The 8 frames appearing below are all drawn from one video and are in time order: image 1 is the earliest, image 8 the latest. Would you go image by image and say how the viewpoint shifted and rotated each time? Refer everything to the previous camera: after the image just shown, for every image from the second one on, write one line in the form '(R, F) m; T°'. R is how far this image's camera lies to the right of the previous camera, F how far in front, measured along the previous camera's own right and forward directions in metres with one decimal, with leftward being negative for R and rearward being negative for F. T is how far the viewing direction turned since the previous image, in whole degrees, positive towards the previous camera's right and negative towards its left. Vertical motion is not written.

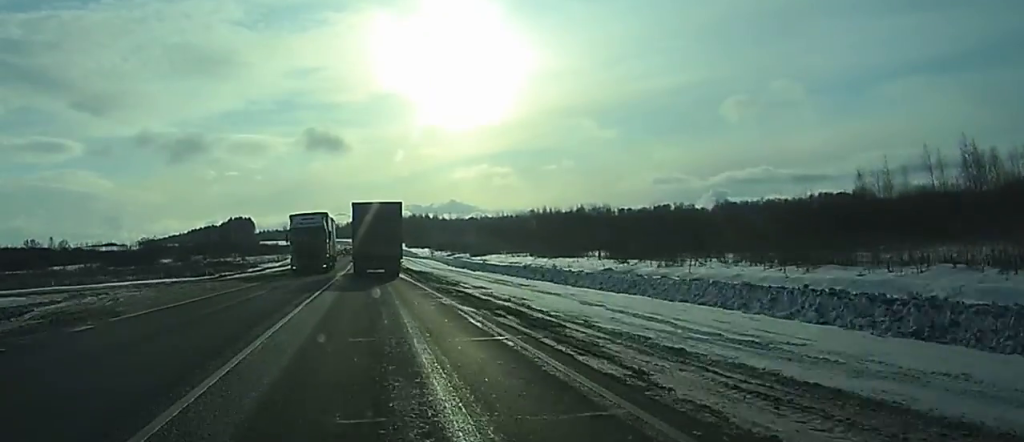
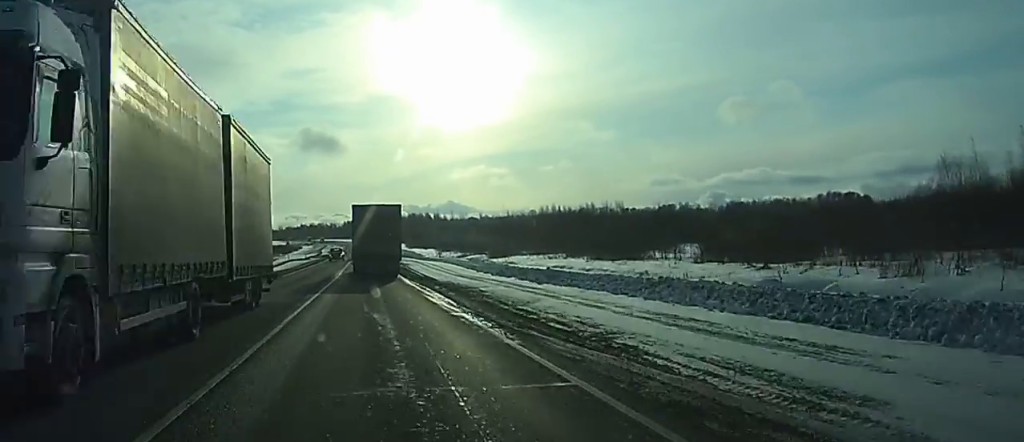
(+0.2, +22.7) m; 0°
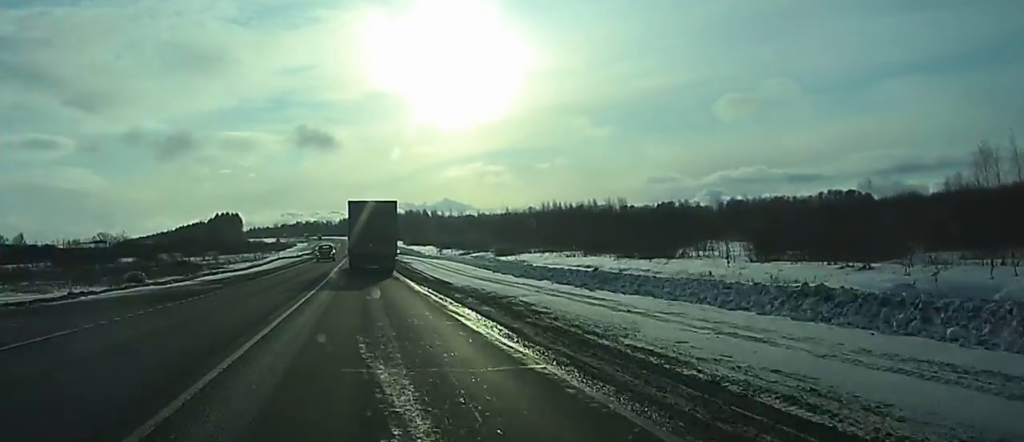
(-0.1, +9.0) m; -1°
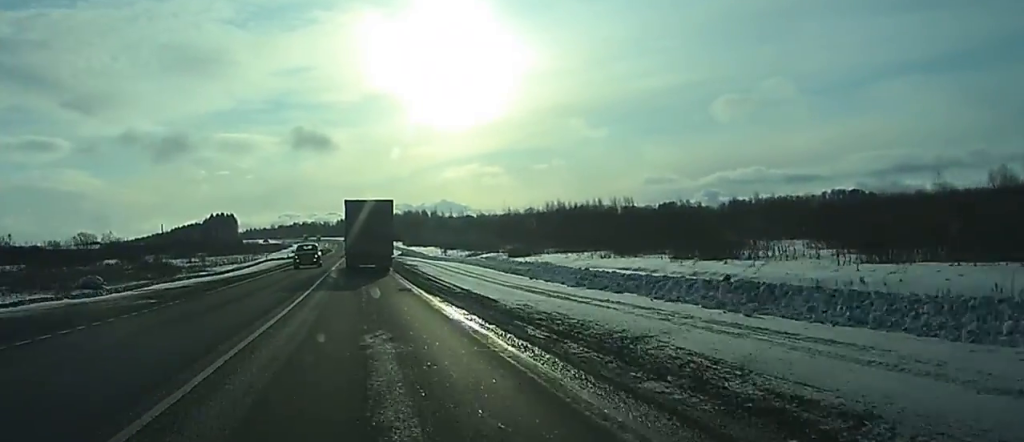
(0.0, +11.9) m; 0°
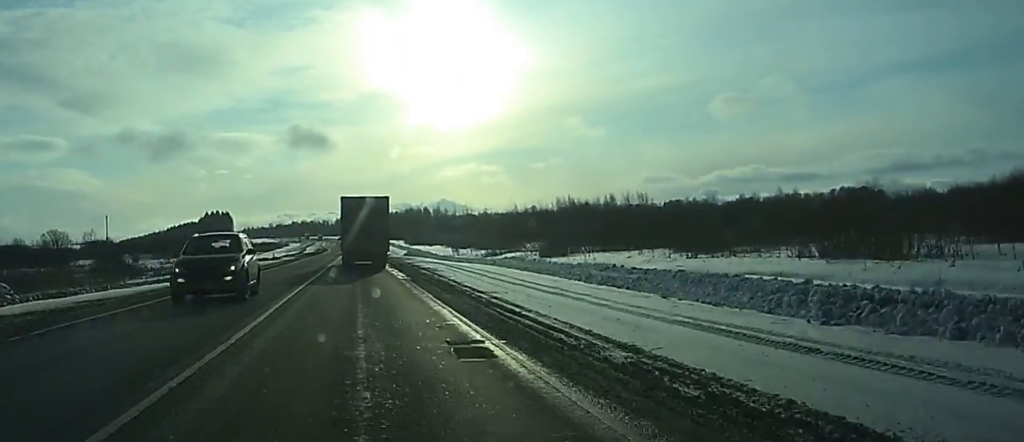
(0.0, +17.6) m; 0°
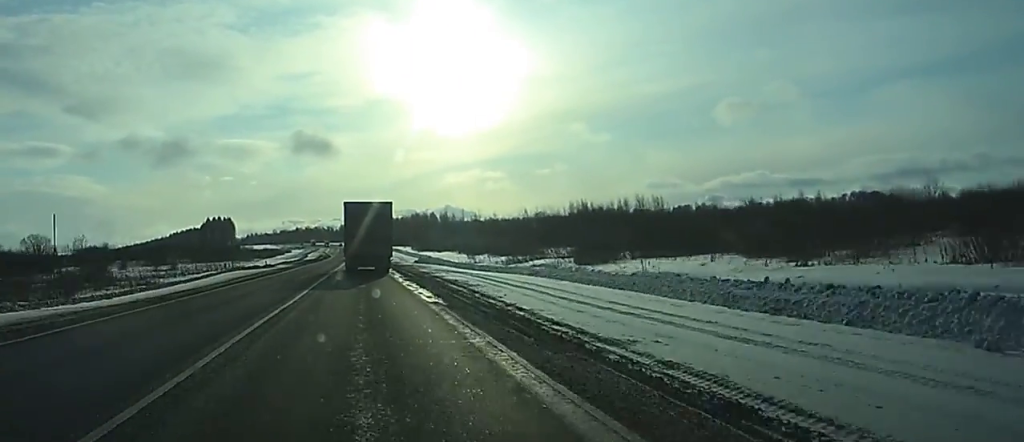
(0.0, +12.0) m; 0°
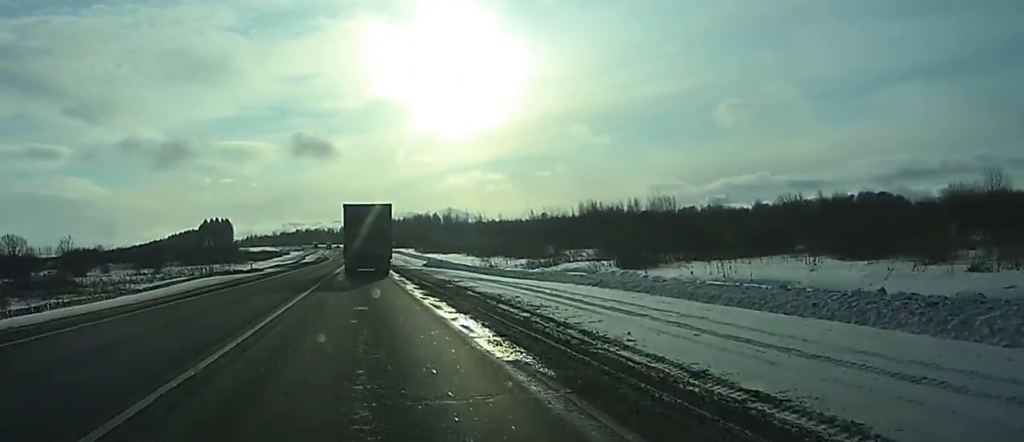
(0.0, +11.5) m; 0°
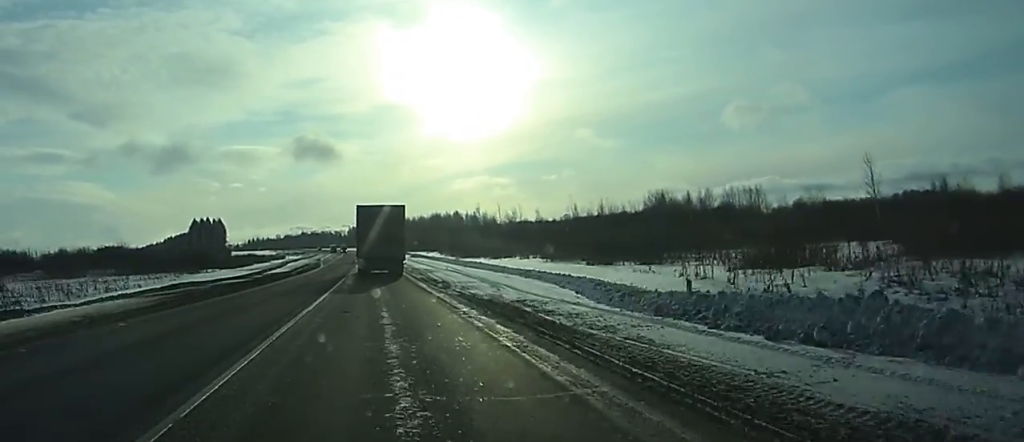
(-0.1, +59.9) m; 0°
